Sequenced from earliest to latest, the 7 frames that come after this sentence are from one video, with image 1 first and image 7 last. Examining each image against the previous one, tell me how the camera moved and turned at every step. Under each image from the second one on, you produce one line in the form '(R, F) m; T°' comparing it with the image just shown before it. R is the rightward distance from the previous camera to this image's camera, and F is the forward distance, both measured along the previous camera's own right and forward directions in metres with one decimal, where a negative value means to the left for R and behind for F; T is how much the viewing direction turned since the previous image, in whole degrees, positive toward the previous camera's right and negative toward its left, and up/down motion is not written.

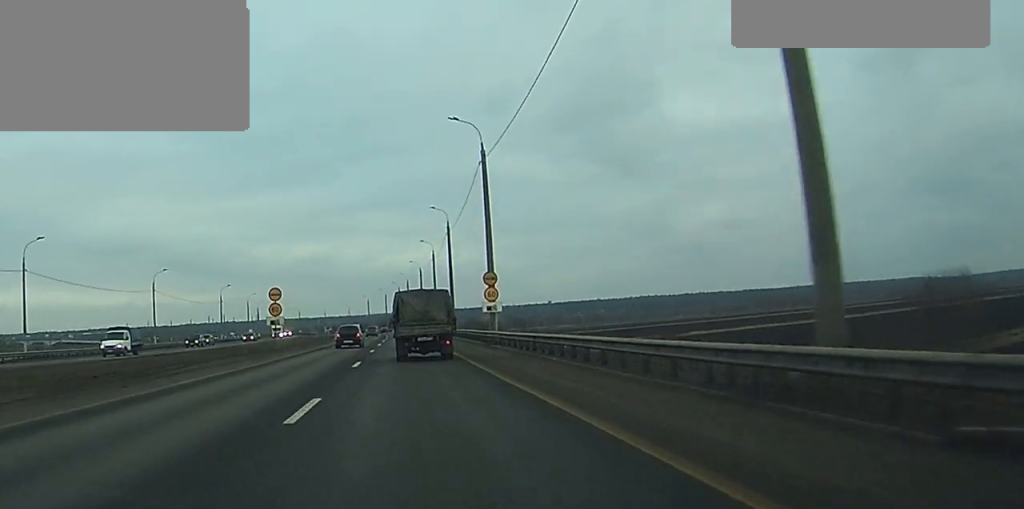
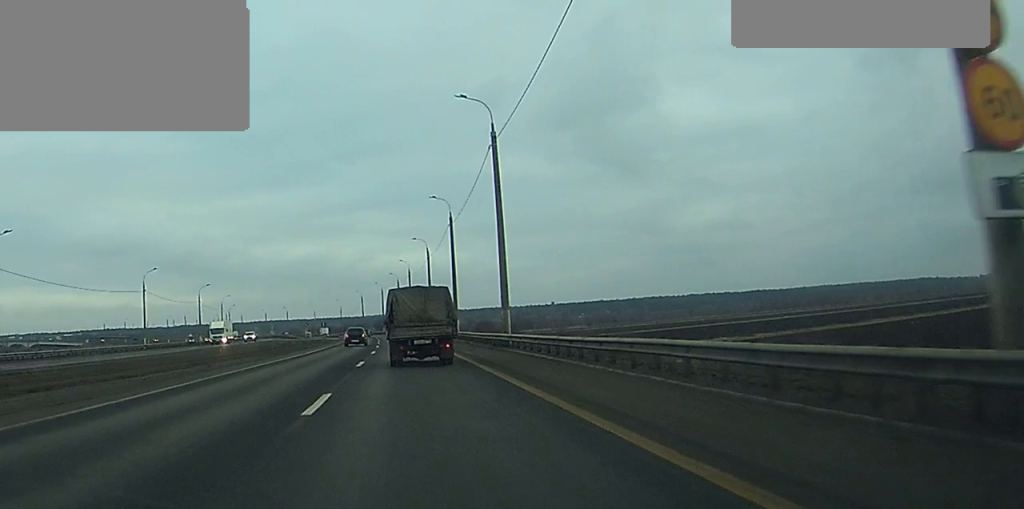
(0.0, +46.4) m; 0°
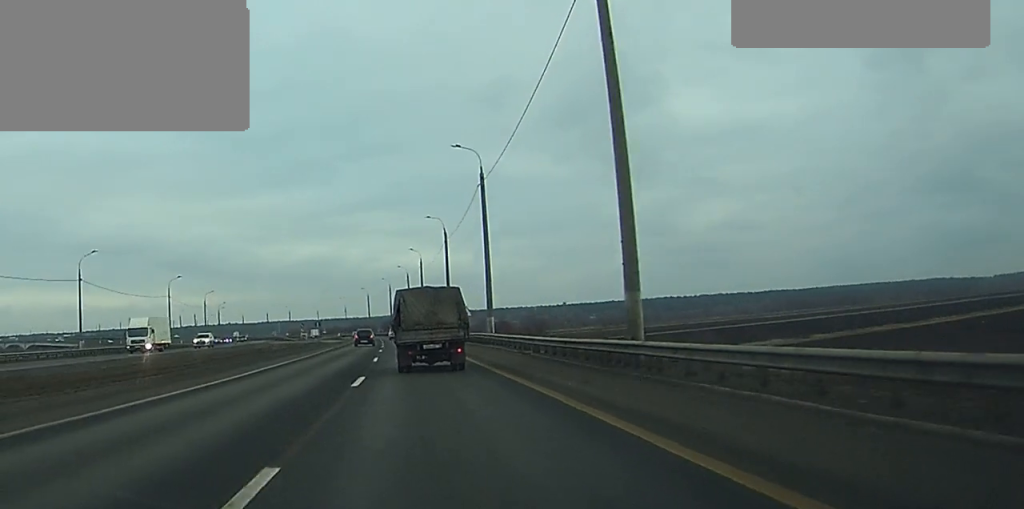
(-0.1, +24.8) m; 0°
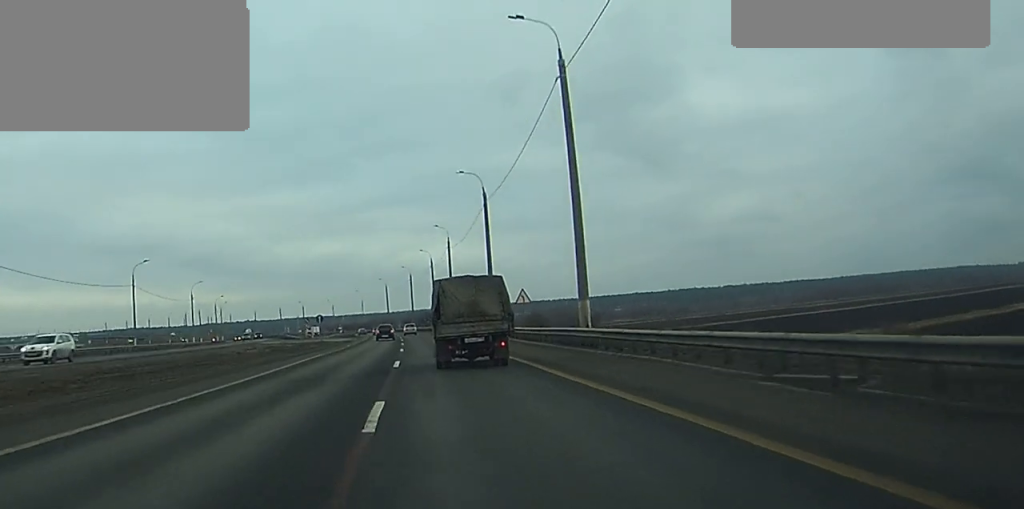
(-0.1, +25.6) m; -1°
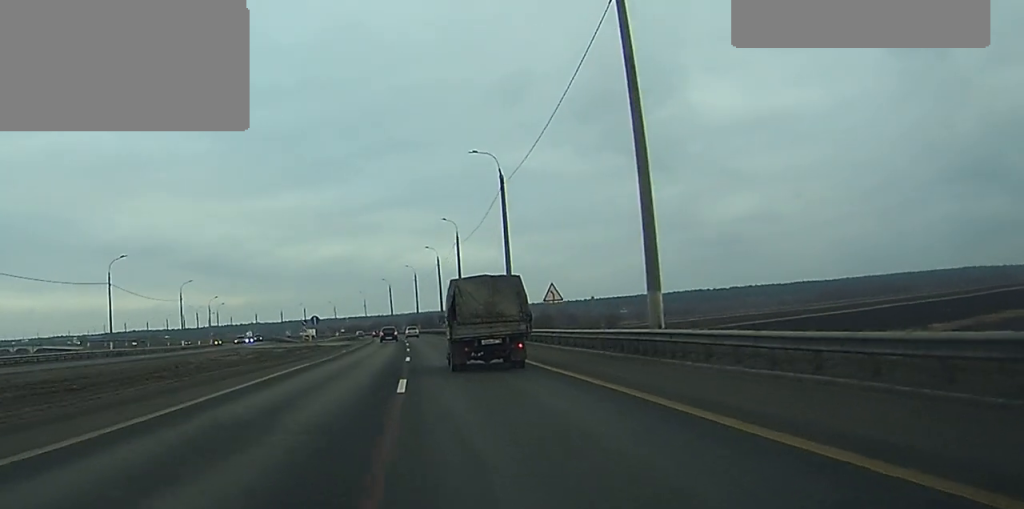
(-0.1, +9.6) m; 0°
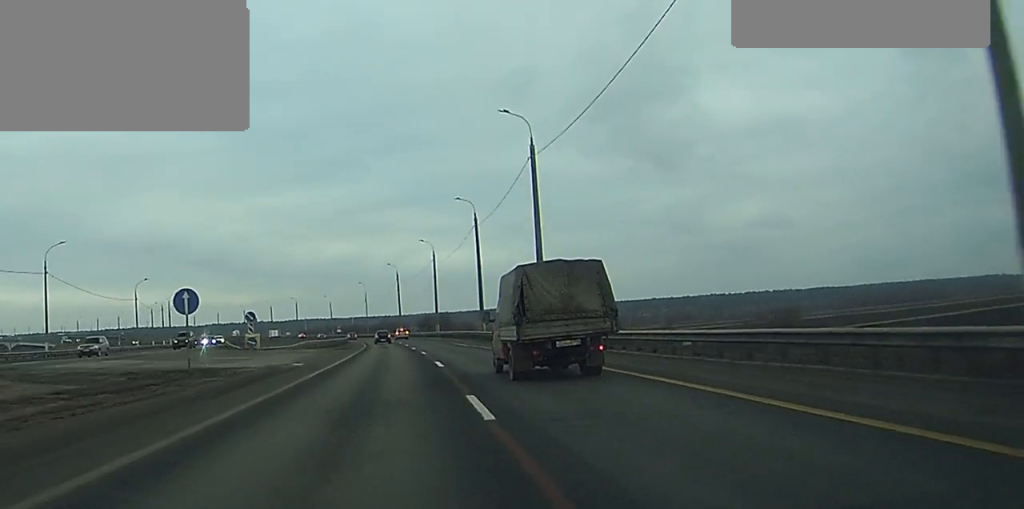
(-0.5, +53.1) m; -1°
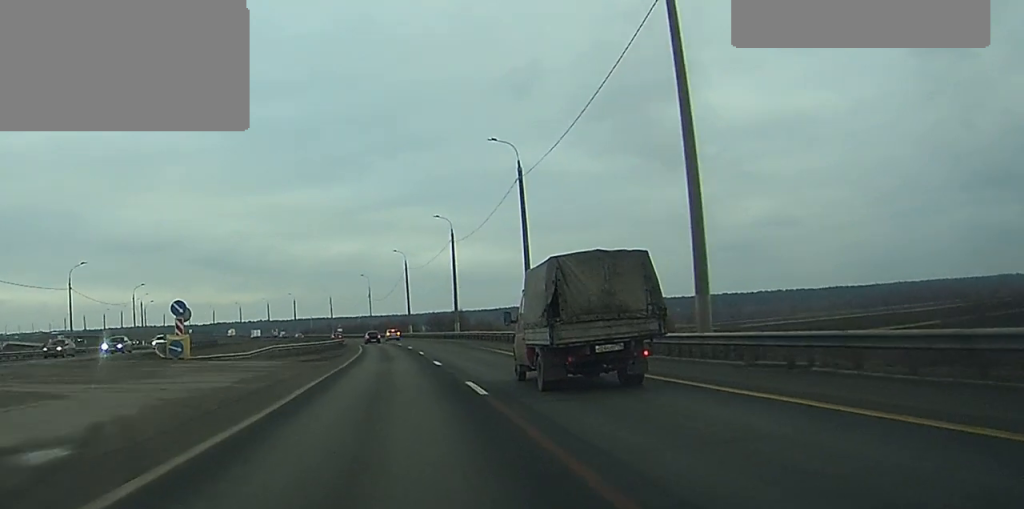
(0.0, +26.8) m; 0°
